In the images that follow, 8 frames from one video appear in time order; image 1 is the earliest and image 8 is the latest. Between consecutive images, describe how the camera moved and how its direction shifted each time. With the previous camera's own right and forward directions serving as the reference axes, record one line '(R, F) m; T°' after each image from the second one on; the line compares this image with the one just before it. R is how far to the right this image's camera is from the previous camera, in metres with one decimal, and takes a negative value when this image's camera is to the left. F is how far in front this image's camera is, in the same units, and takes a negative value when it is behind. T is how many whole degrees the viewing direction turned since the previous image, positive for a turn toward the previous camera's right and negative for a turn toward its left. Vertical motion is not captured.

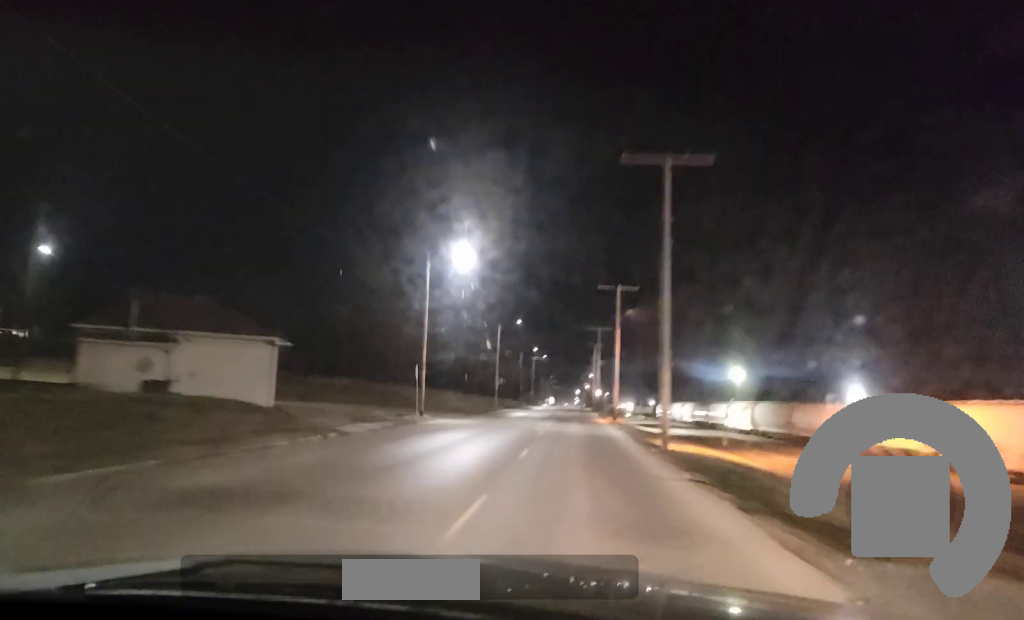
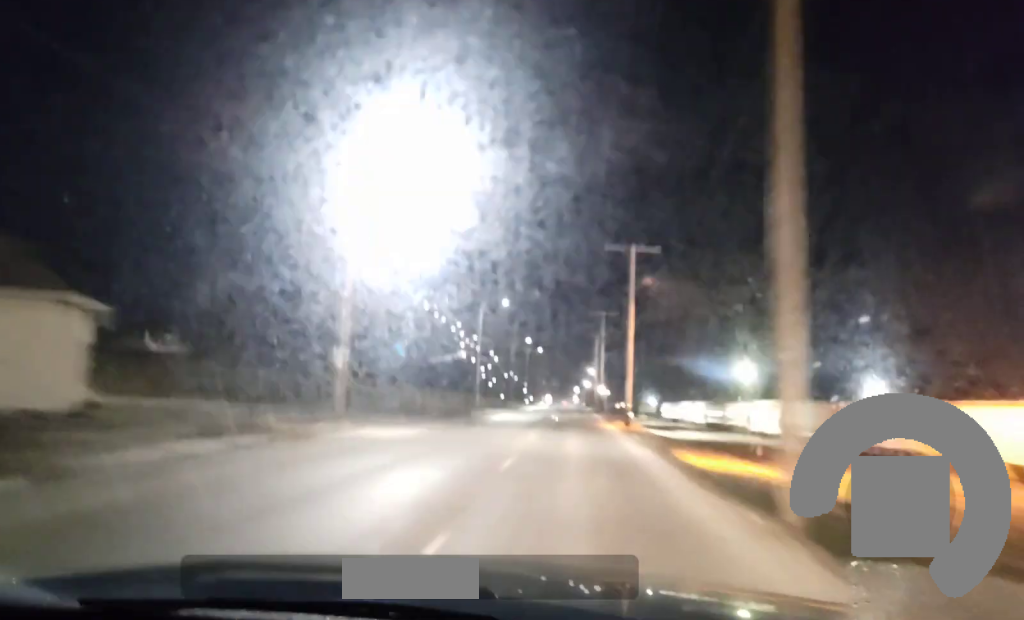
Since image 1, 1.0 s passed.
(0.0, +16.2) m; 0°
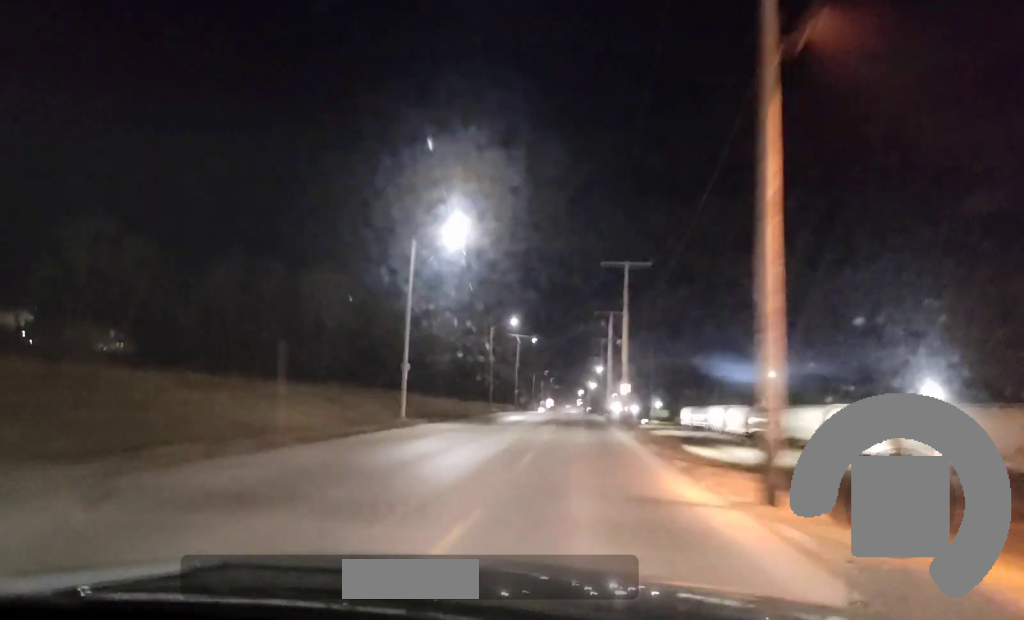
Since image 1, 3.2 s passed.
(-0.1, +34.1) m; 0°
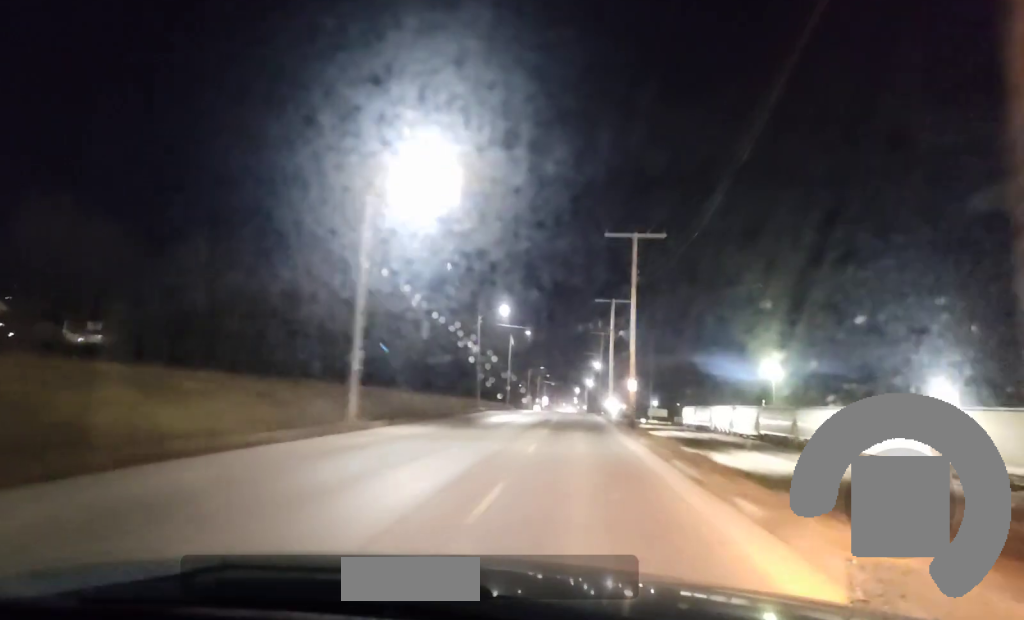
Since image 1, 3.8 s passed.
(0.0, +9.3) m; 0°
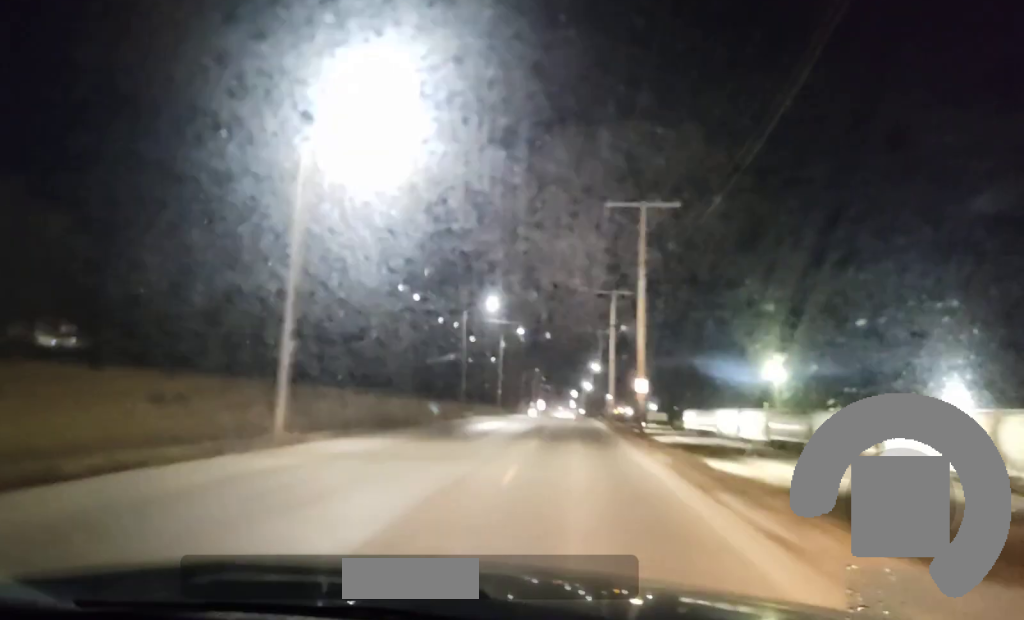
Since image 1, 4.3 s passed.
(0.0, +7.5) m; 0°
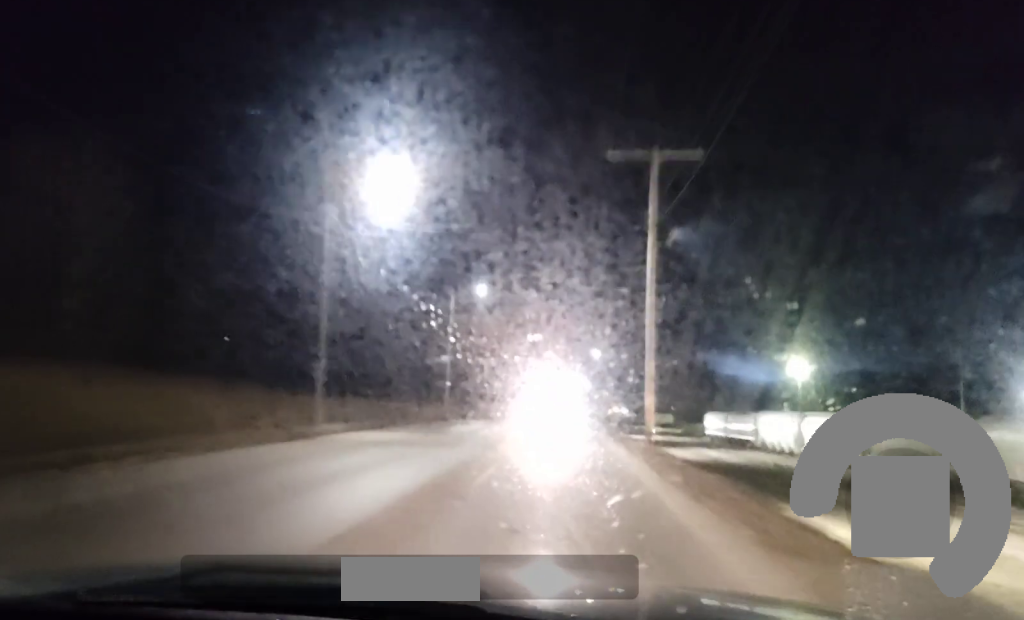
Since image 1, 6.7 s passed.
(0.0, +36.0) m; 0°
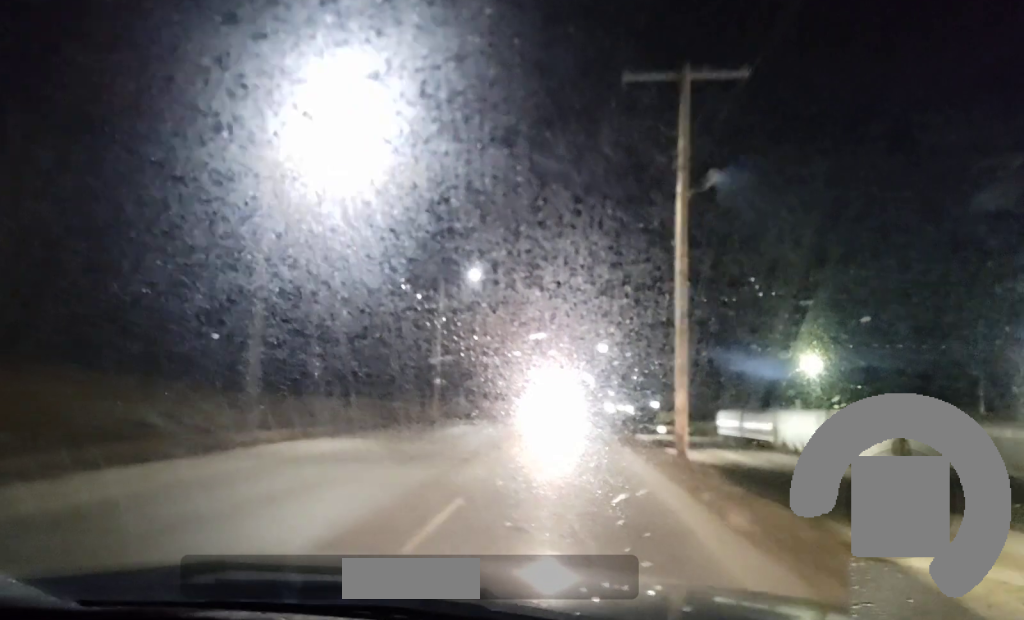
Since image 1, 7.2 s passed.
(0.0, +7.2) m; 0°
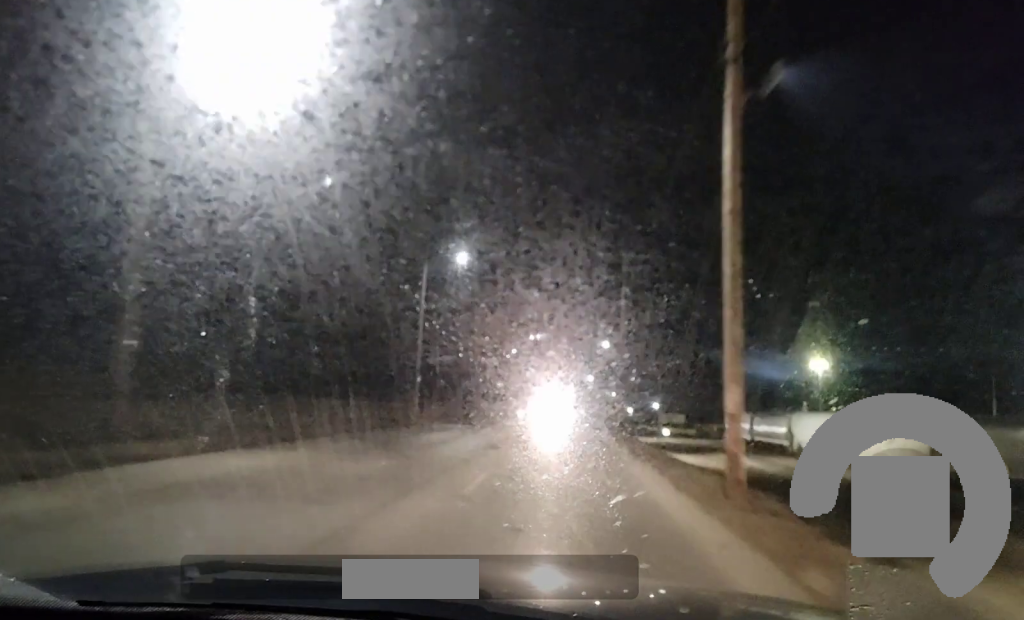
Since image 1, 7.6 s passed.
(0.0, +6.4) m; 0°
